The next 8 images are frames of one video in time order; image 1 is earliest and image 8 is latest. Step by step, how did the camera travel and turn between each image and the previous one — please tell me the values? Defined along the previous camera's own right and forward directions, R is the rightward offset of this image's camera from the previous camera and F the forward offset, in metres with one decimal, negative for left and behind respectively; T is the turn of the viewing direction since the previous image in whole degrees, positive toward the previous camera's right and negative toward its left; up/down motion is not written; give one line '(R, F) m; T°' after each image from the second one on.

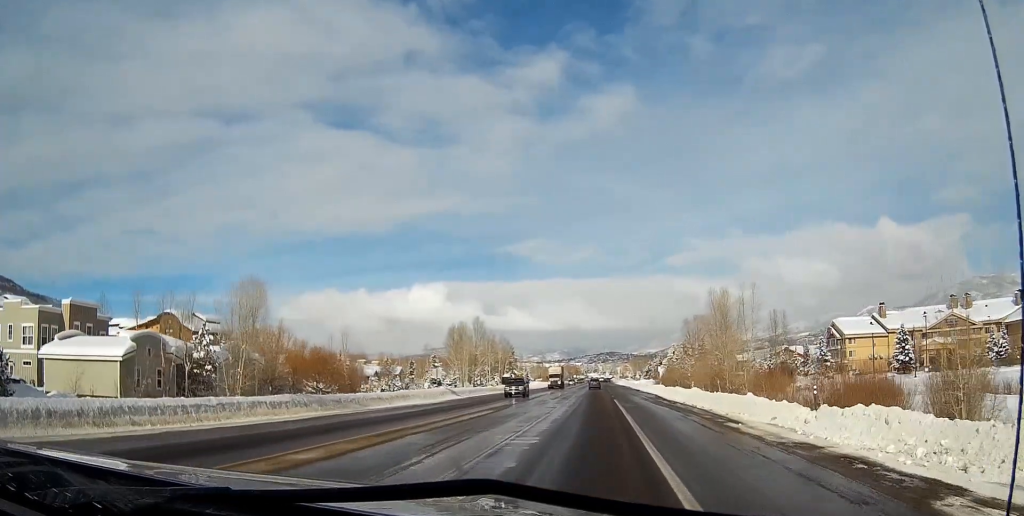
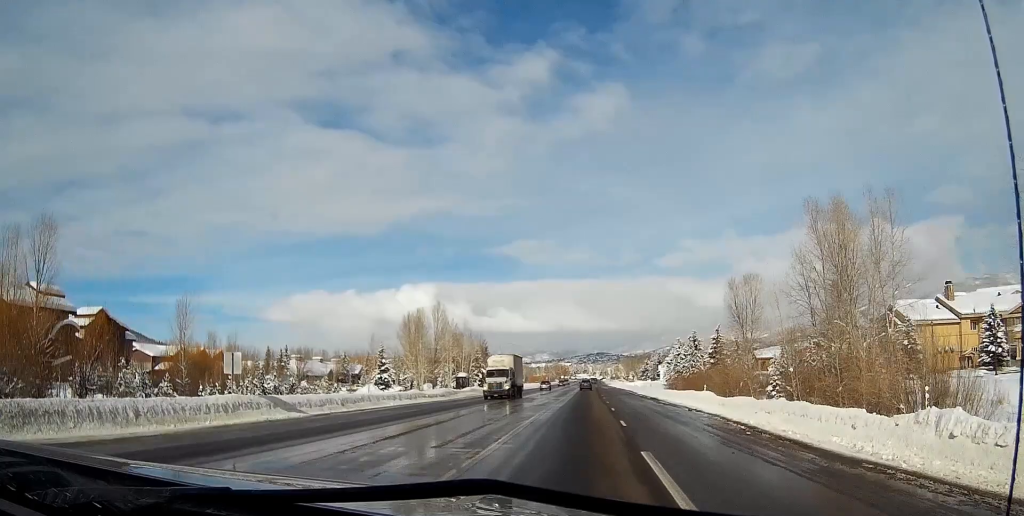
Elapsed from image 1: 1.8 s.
(+0.3, +39.7) m; +1°
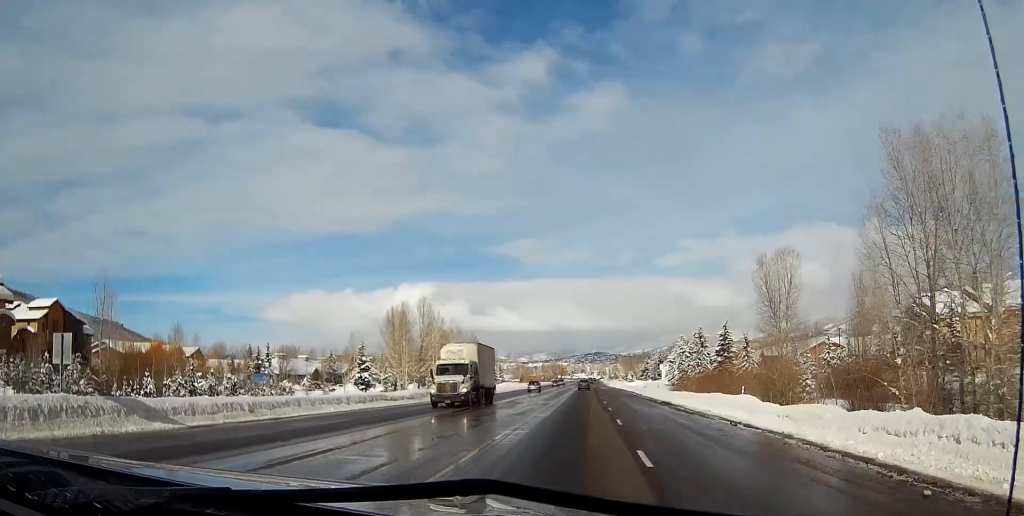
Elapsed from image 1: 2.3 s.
(0.0, +11.9) m; 0°
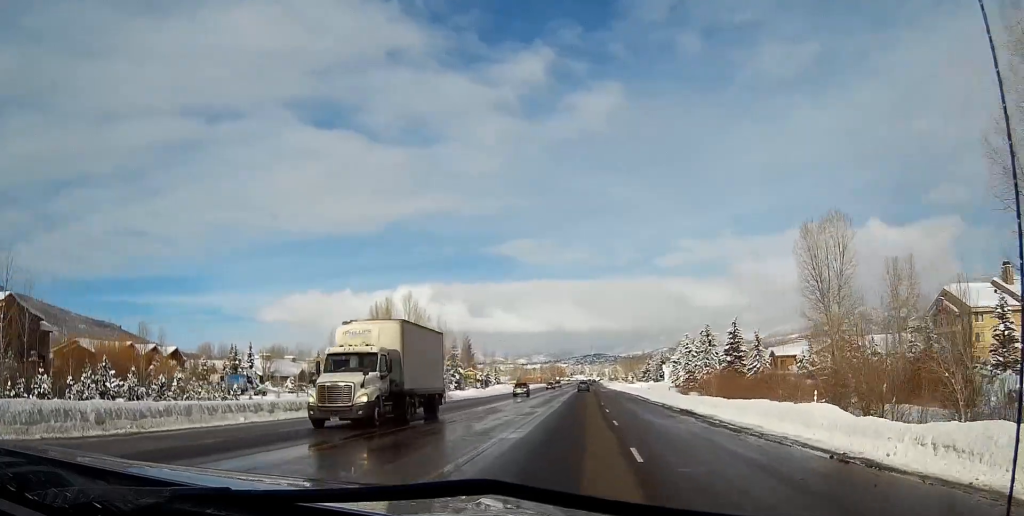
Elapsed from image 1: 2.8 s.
(0.0, +11.1) m; 0°
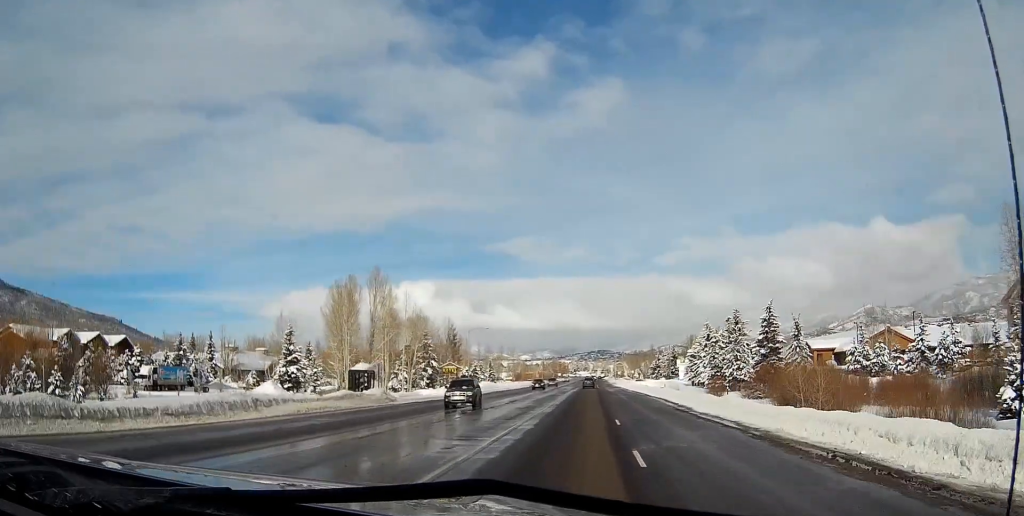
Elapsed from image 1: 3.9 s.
(0.0, +25.0) m; 0°
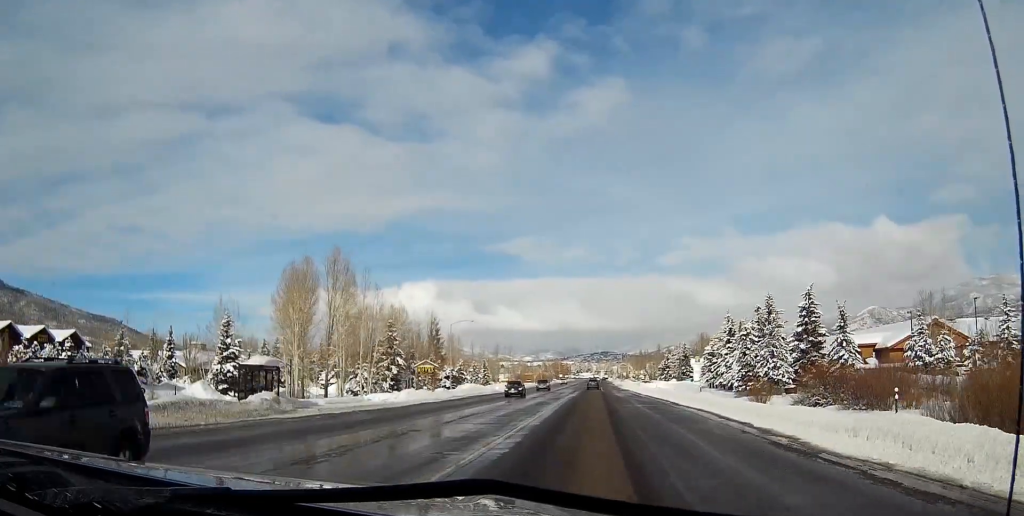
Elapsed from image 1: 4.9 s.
(0.0, +20.3) m; 0°
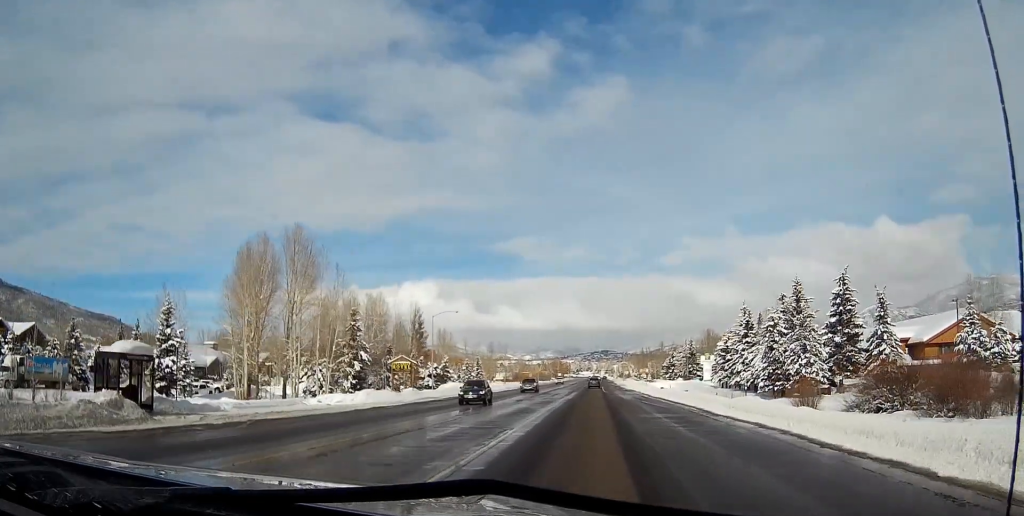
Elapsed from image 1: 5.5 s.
(0.0, +13.6) m; 0°
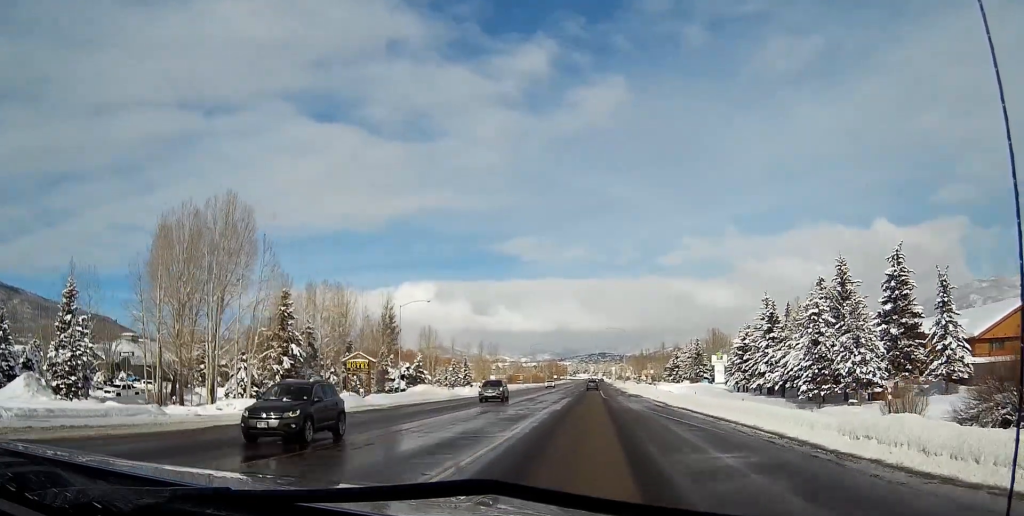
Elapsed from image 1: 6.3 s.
(0.0, +16.3) m; 0°
